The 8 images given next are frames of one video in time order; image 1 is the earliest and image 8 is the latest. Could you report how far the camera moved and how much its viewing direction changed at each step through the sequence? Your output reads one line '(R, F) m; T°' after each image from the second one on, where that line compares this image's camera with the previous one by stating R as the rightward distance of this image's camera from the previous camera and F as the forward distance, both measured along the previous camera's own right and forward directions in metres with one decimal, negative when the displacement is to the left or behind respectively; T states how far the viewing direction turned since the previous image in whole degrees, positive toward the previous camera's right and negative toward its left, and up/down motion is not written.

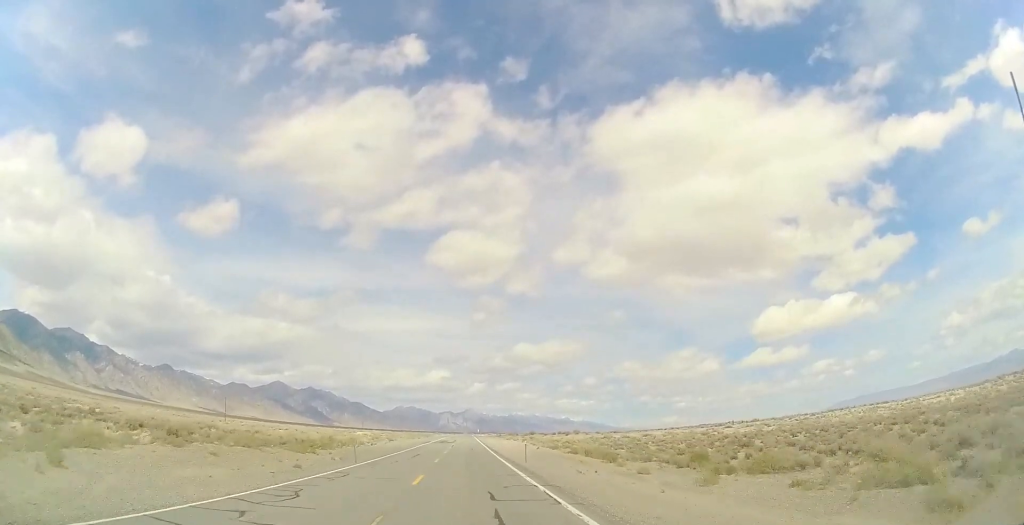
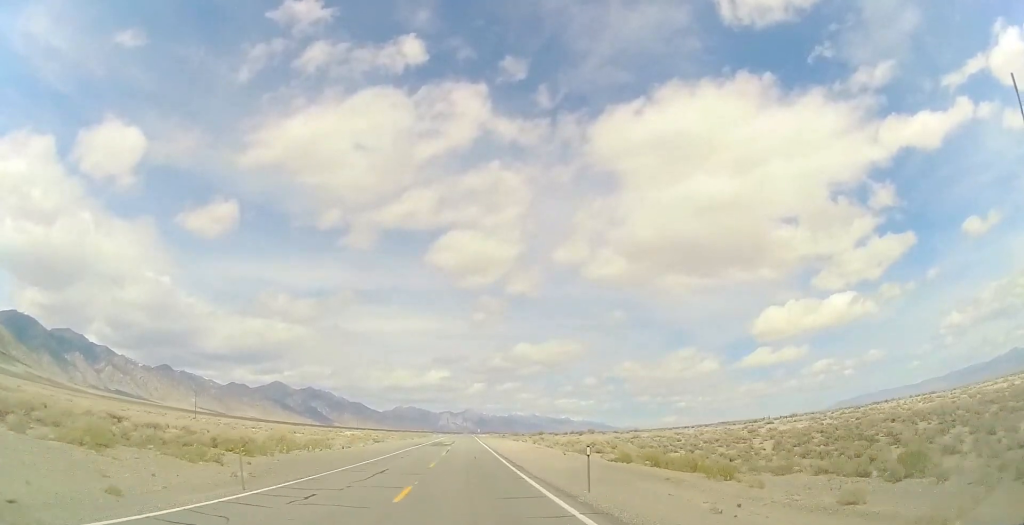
(-0.1, +16.4) m; 0°
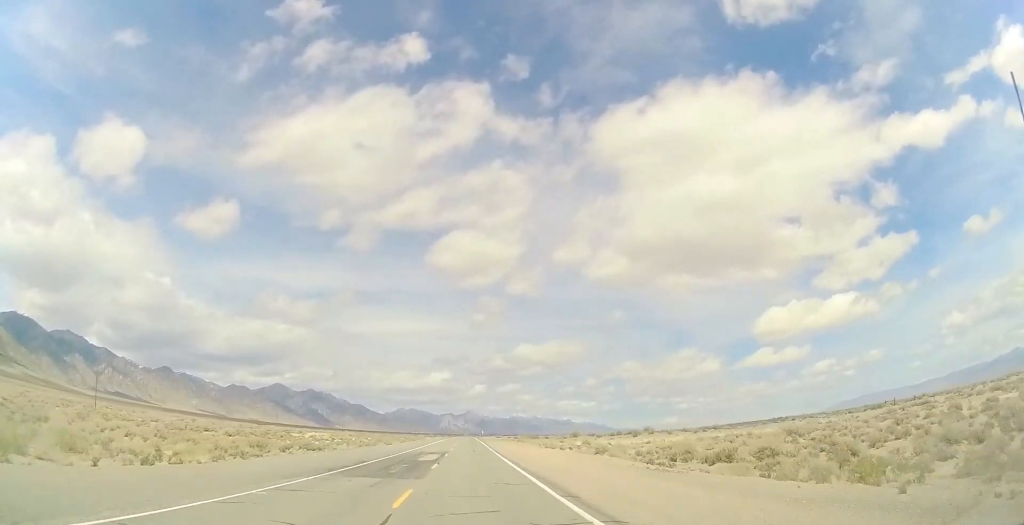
(+0.3, +39.2) m; 0°
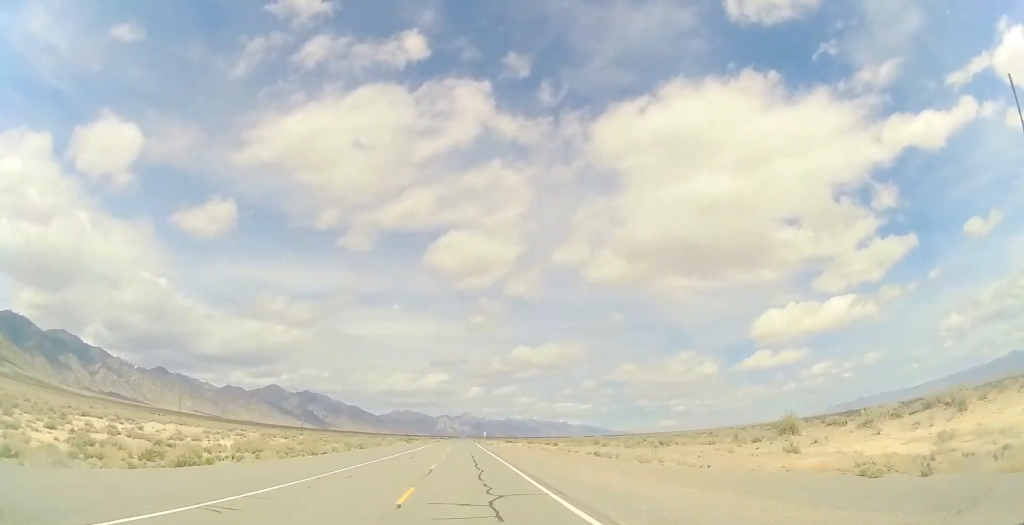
(0.0, +59.9) m; 0°
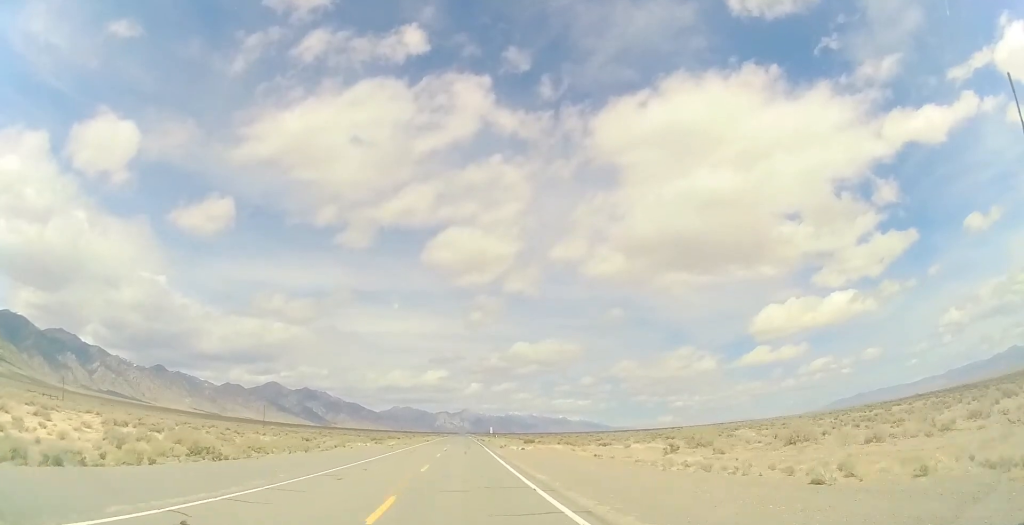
(+0.2, +38.9) m; +1°
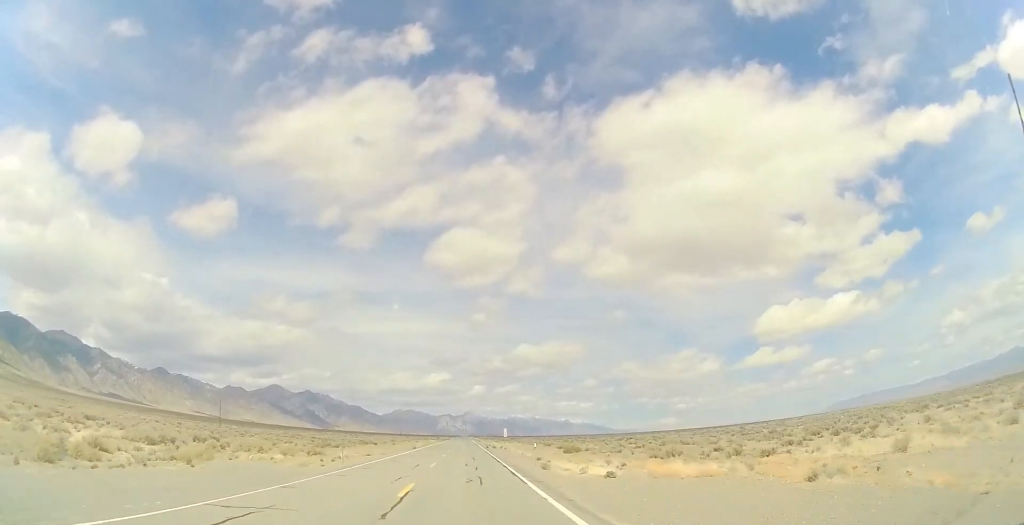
(+0.2, +32.0) m; 0°
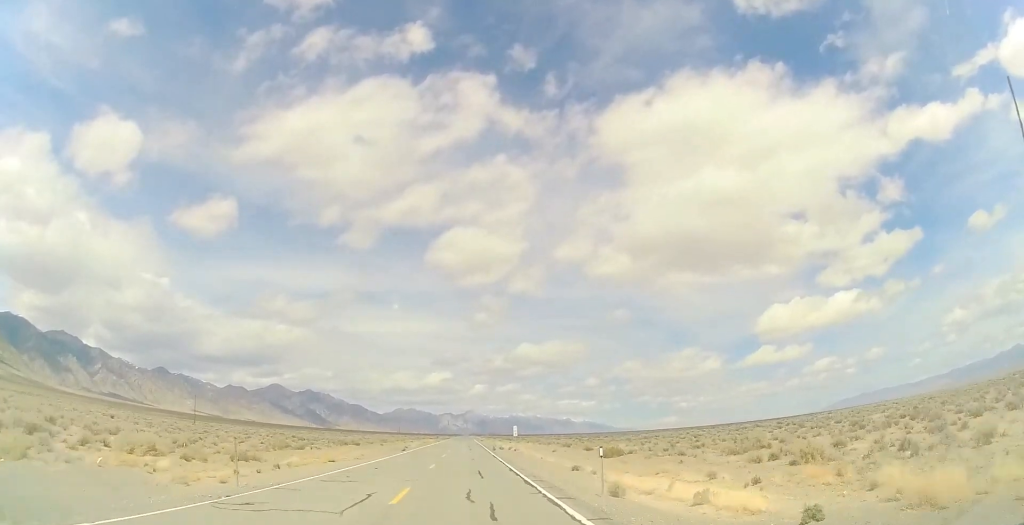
(-0.1, +13.8) m; 0°
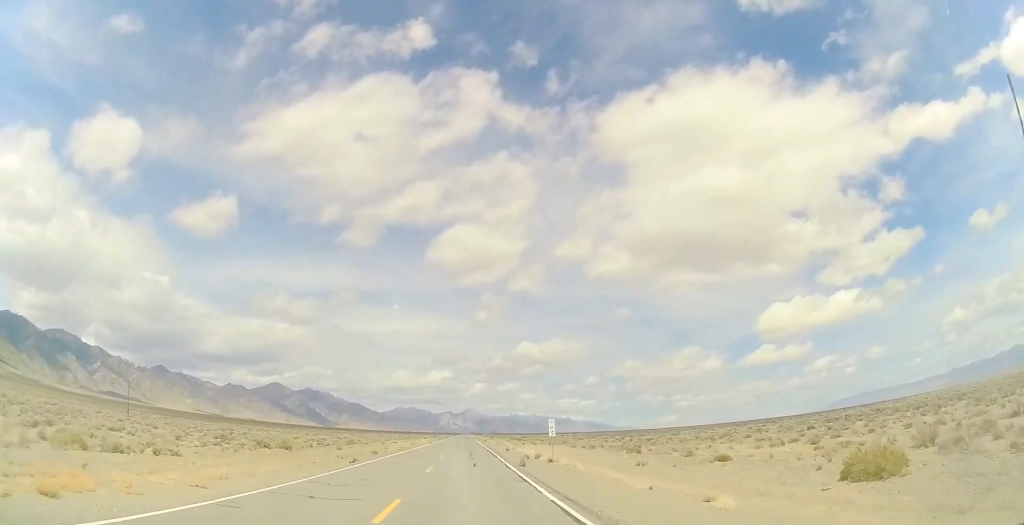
(-0.1, +26.5) m; 0°
